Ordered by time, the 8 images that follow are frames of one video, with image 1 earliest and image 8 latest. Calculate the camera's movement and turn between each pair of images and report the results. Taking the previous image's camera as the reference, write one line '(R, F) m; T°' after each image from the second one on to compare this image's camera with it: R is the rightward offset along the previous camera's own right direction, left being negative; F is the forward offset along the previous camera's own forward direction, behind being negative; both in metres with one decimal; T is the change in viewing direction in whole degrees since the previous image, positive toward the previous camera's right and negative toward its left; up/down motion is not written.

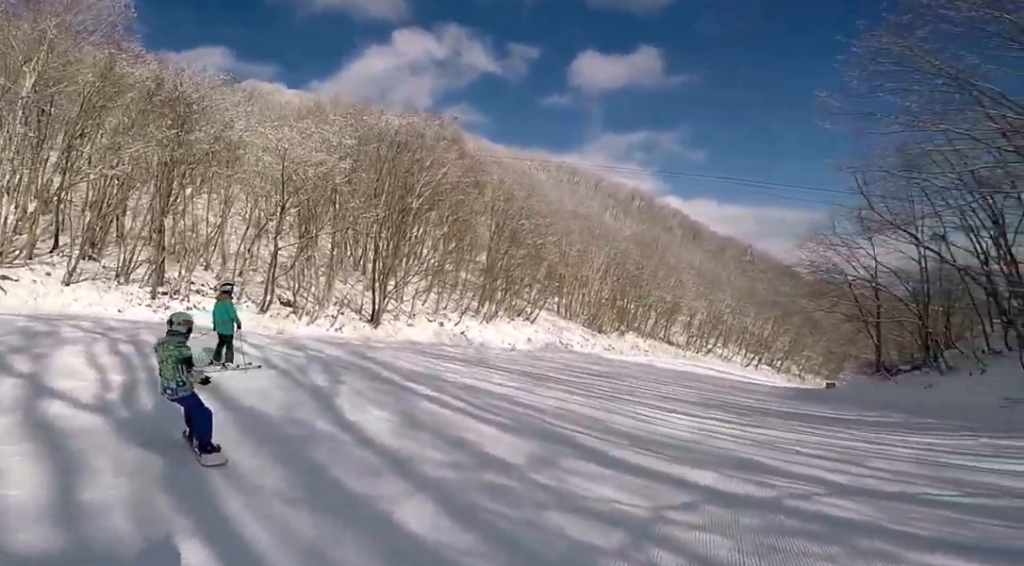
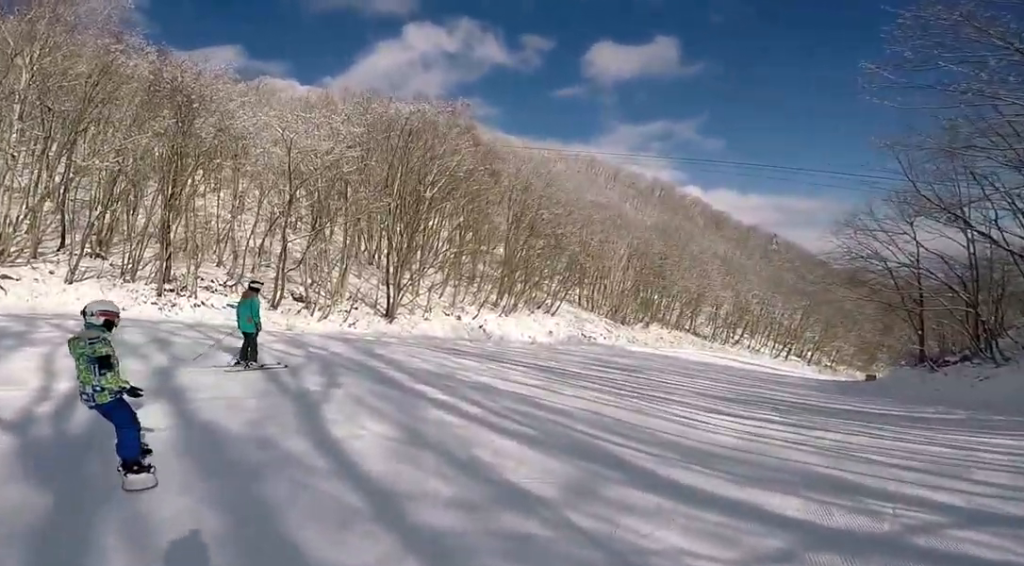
(0.0, +1.4) m; +1°
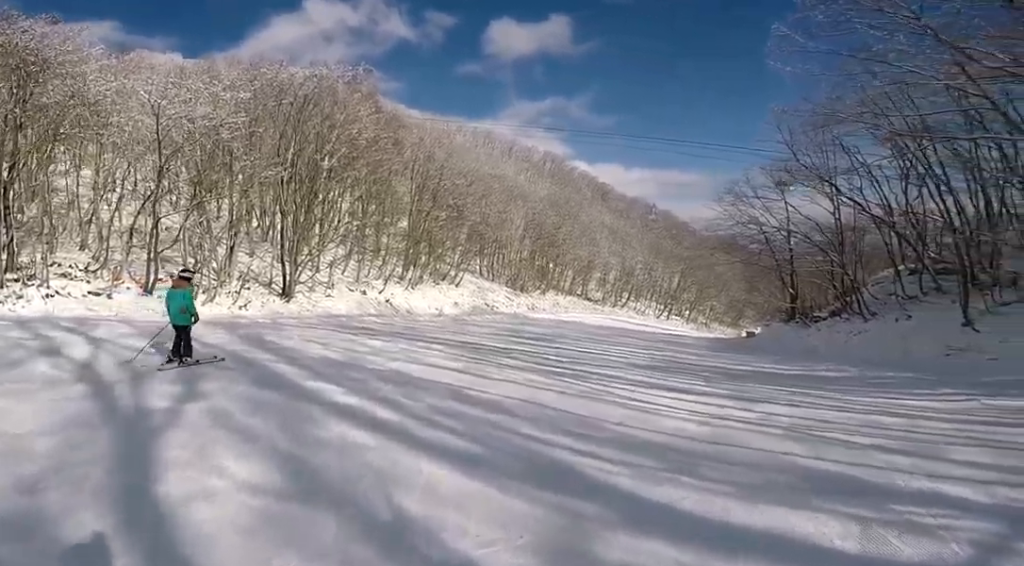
(0.0, +2.1) m; +4°
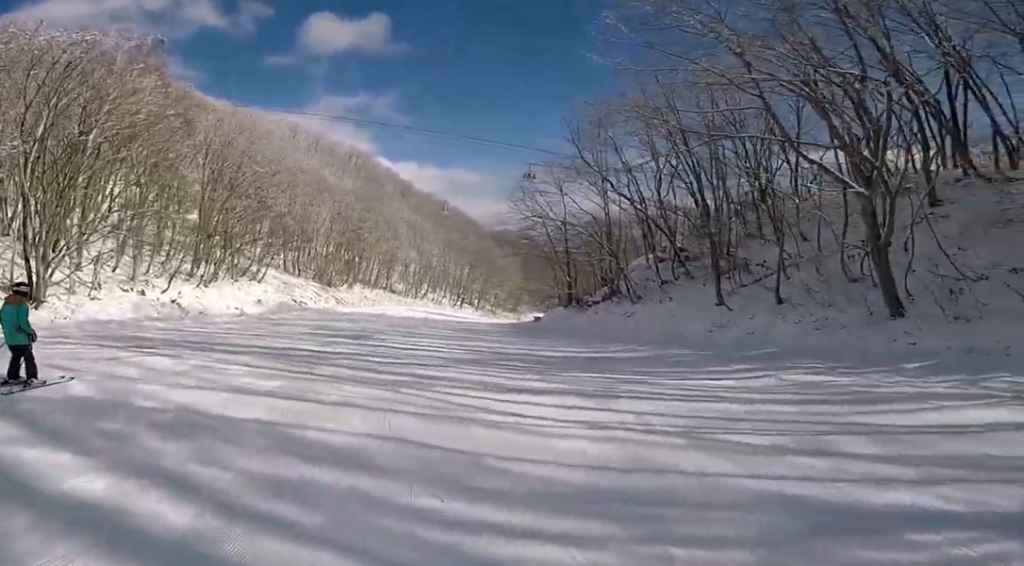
(+0.2, +3.0) m; +10°
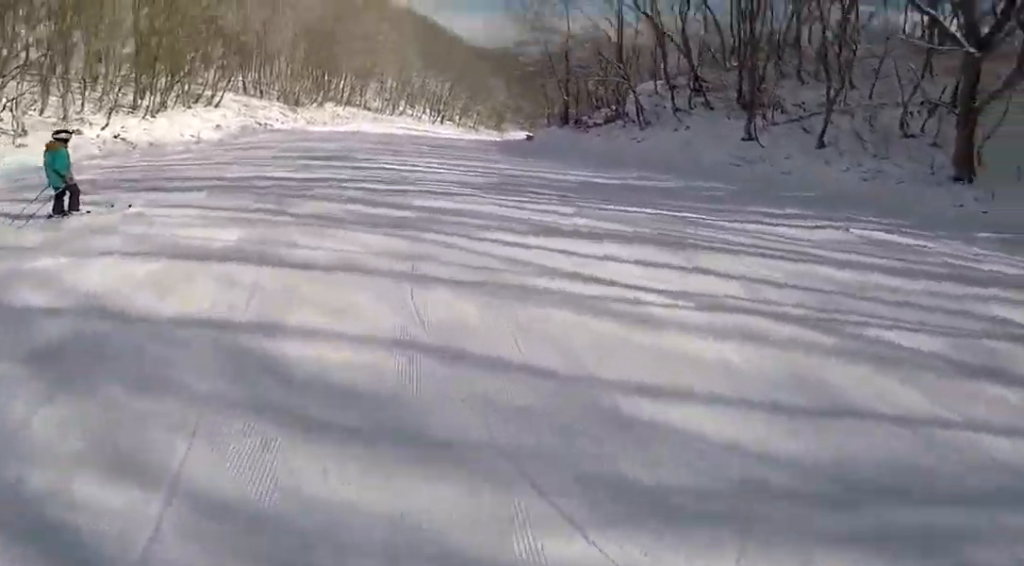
(+0.2, +2.8) m; +17°
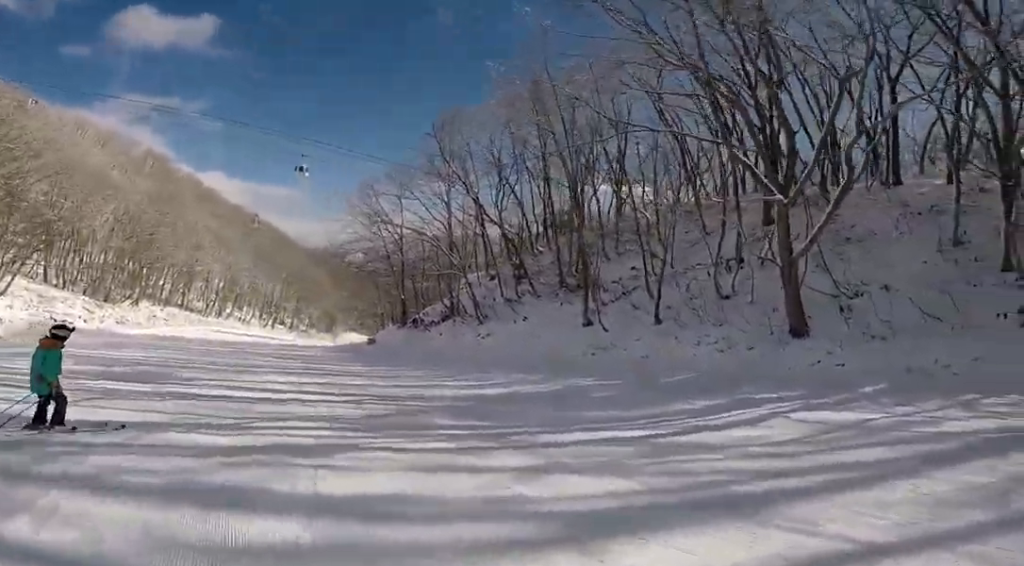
(+1.0, +3.6) m; +23°
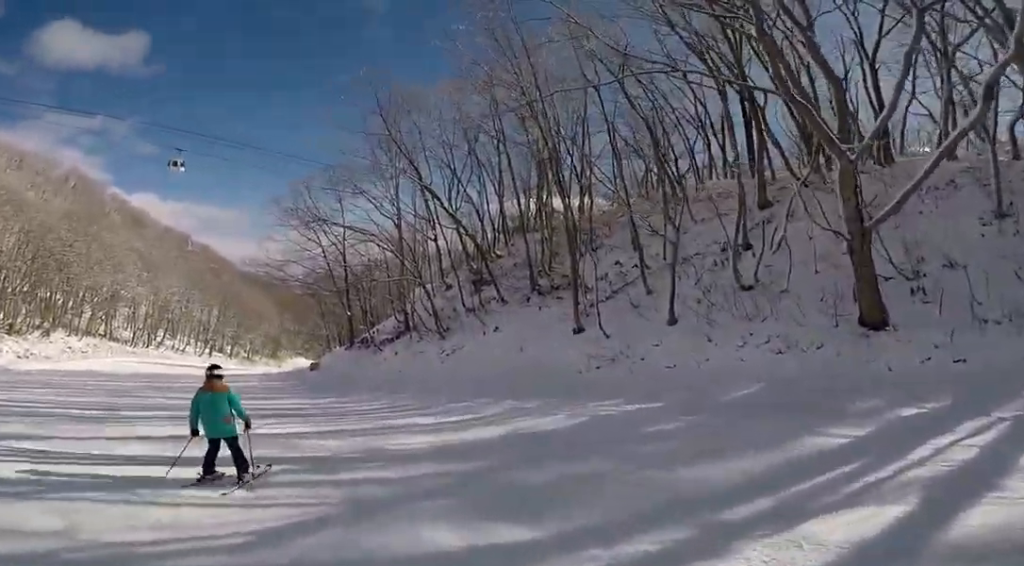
(+0.6, +5.5) m; -11°
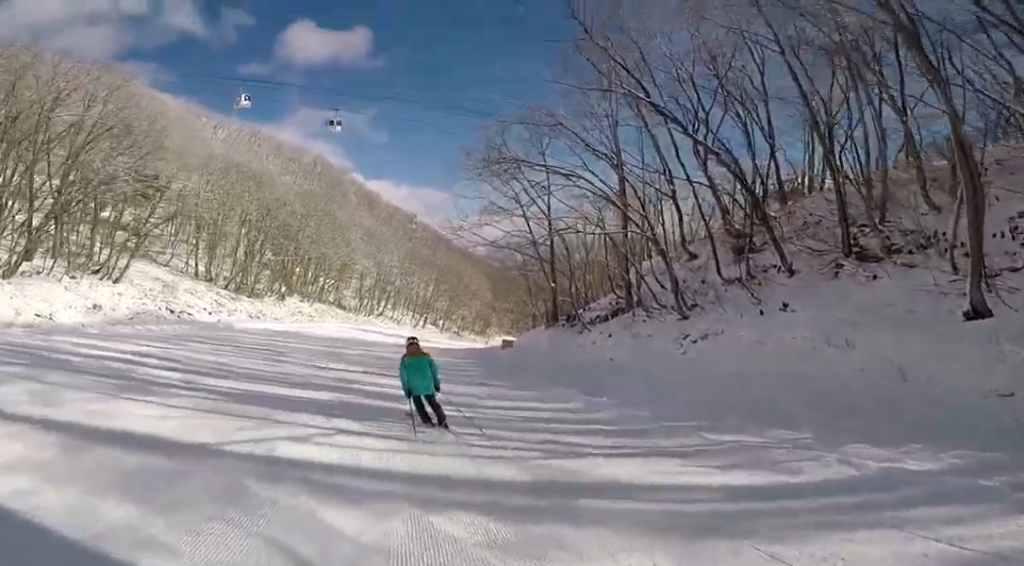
(-1.9, +6.0) m; -30°
